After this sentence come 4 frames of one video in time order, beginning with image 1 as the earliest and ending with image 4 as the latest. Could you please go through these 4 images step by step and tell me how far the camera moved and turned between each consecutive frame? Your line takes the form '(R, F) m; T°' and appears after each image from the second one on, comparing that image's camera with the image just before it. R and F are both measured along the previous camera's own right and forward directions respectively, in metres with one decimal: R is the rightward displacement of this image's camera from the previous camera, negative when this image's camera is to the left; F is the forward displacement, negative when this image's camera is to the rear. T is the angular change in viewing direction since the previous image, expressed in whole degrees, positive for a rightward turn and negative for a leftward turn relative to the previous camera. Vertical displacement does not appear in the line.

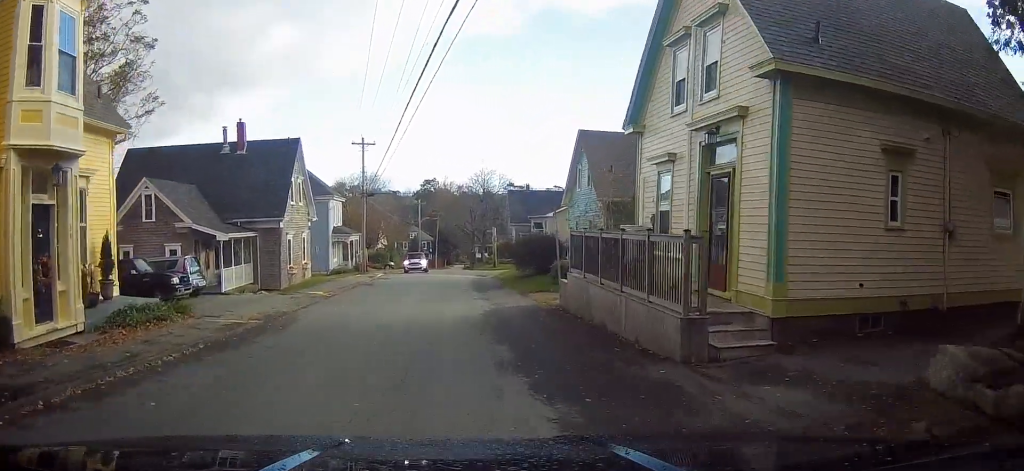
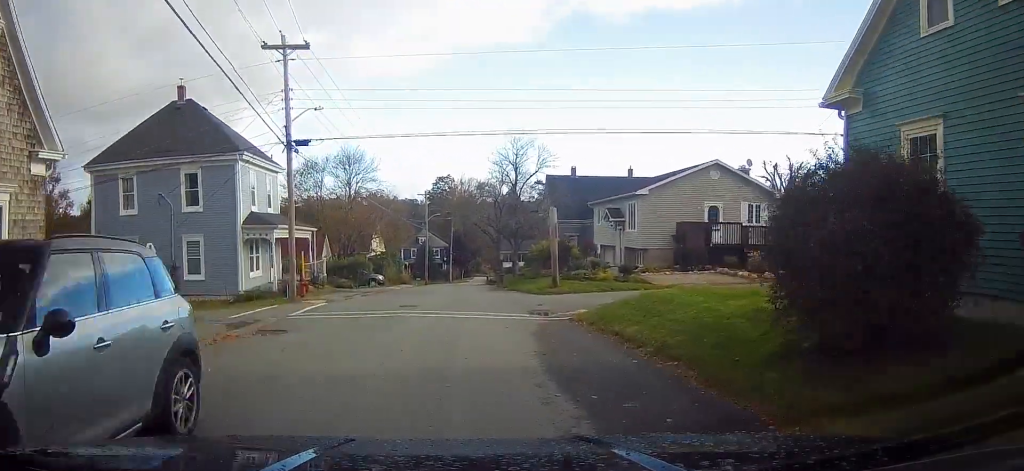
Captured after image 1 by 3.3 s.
(0.0, +26.1) m; -3°
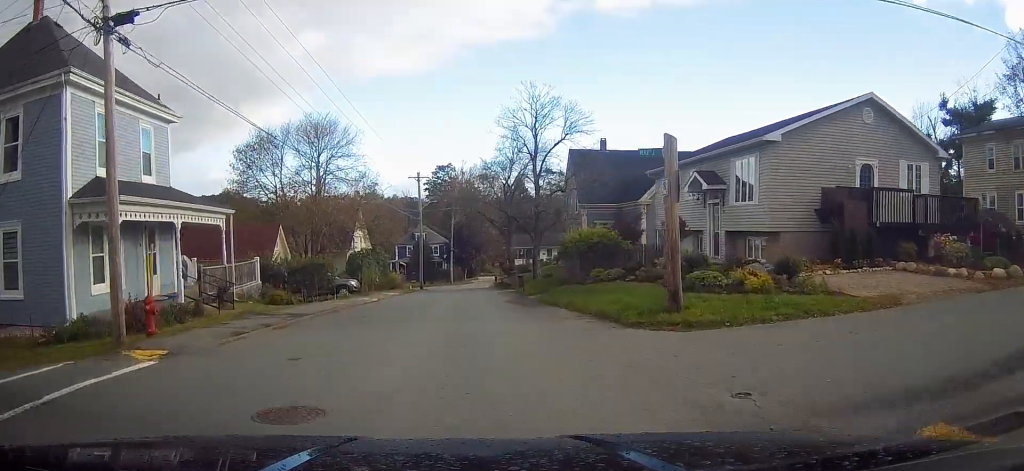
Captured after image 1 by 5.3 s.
(+0.7, +14.9) m; +5°
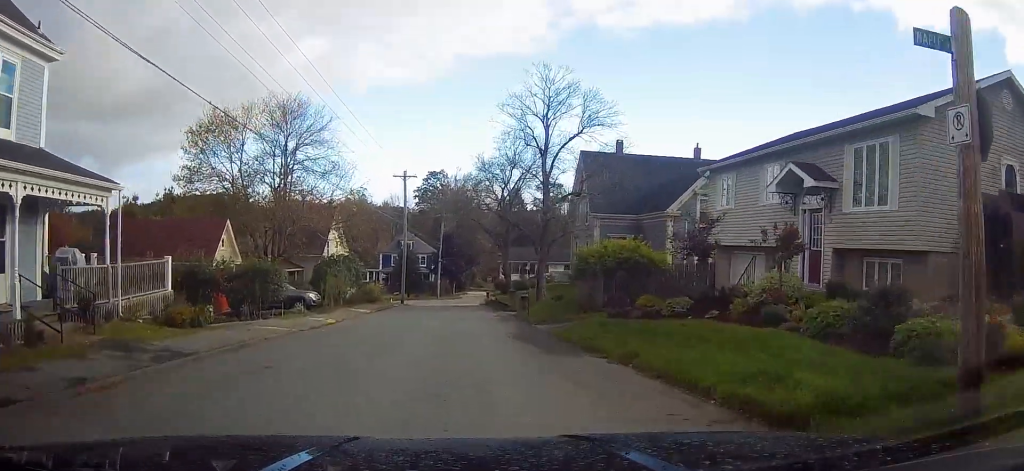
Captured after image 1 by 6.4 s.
(-0.5, +8.2) m; -4°
